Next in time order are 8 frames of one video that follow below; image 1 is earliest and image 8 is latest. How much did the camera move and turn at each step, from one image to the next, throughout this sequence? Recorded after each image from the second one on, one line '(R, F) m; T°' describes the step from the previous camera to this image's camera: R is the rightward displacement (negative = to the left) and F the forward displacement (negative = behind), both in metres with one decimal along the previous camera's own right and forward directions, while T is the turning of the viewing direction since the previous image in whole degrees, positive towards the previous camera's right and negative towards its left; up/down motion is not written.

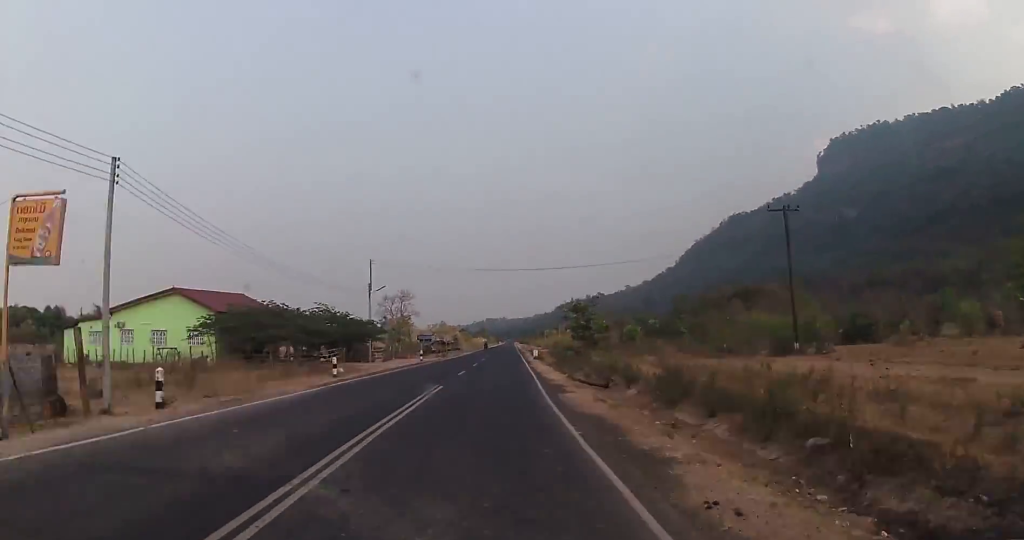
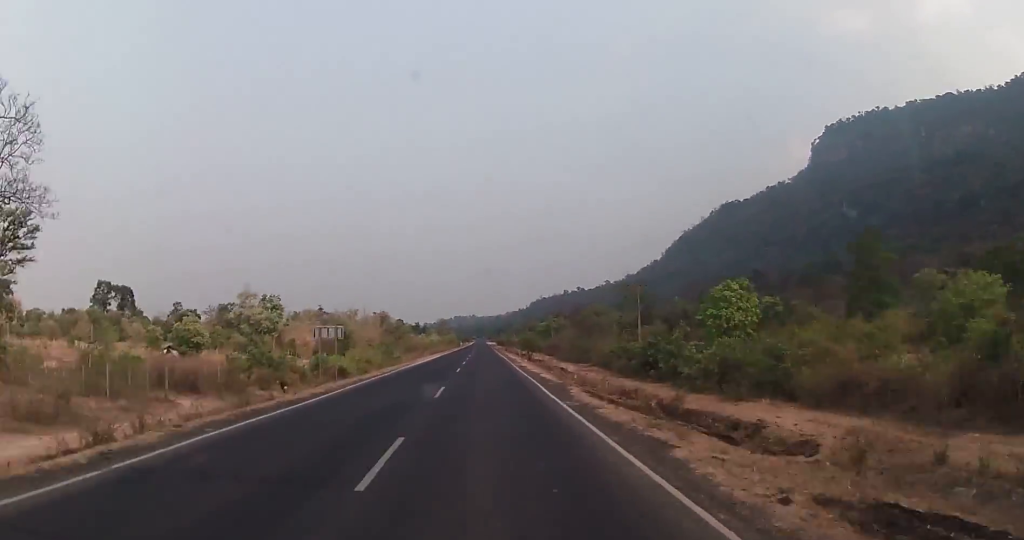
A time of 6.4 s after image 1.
(+8.2, +166.4) m; +4°
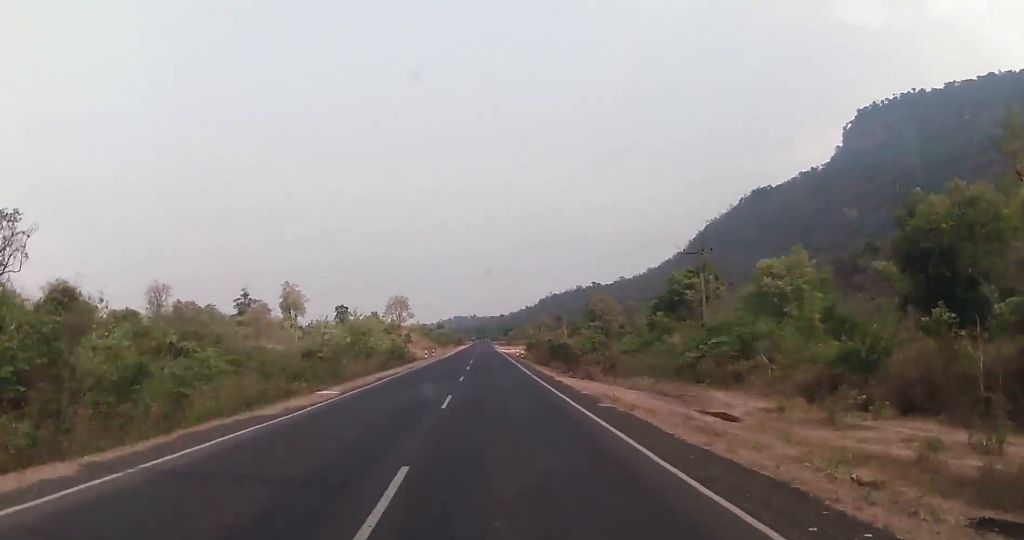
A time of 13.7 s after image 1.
(-0.8, +198.8) m; 0°
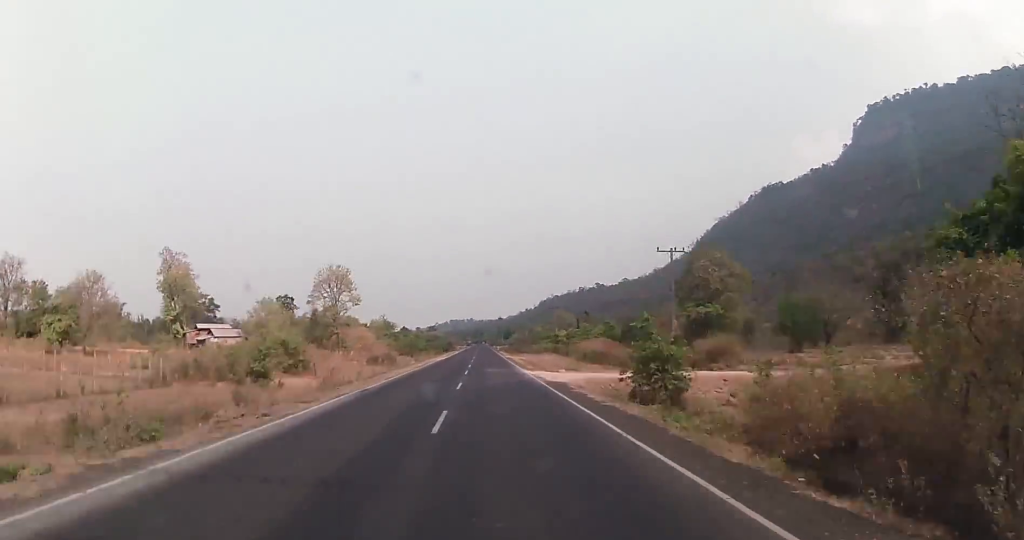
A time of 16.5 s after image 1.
(+0.1, +77.1) m; 0°
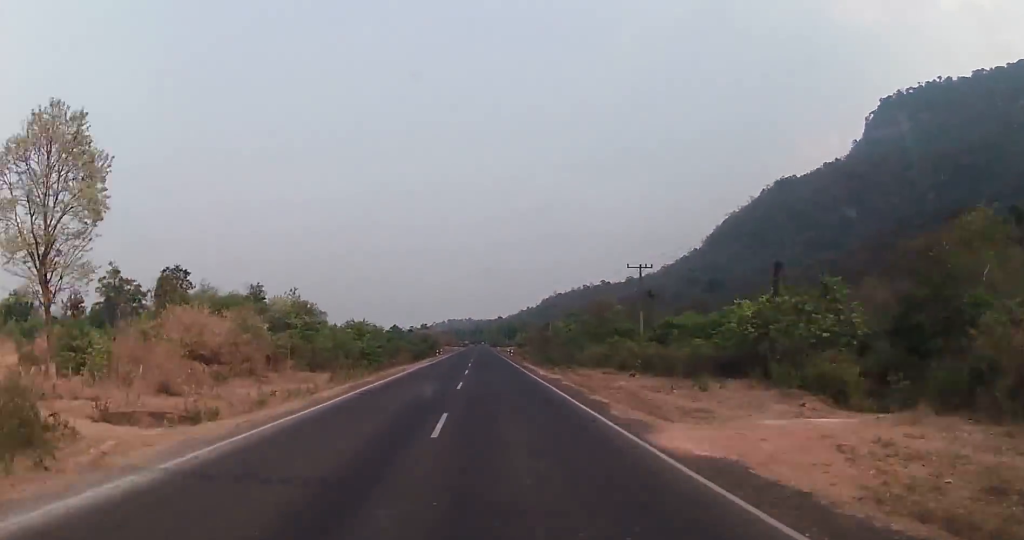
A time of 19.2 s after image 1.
(+0.1, +73.6) m; 0°
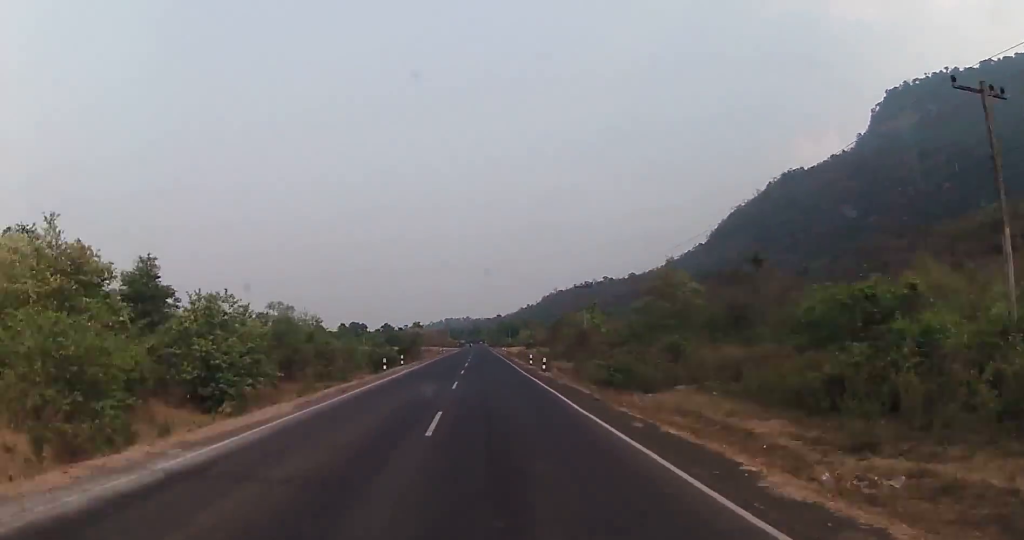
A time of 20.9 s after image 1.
(+0.1, +47.9) m; 0°
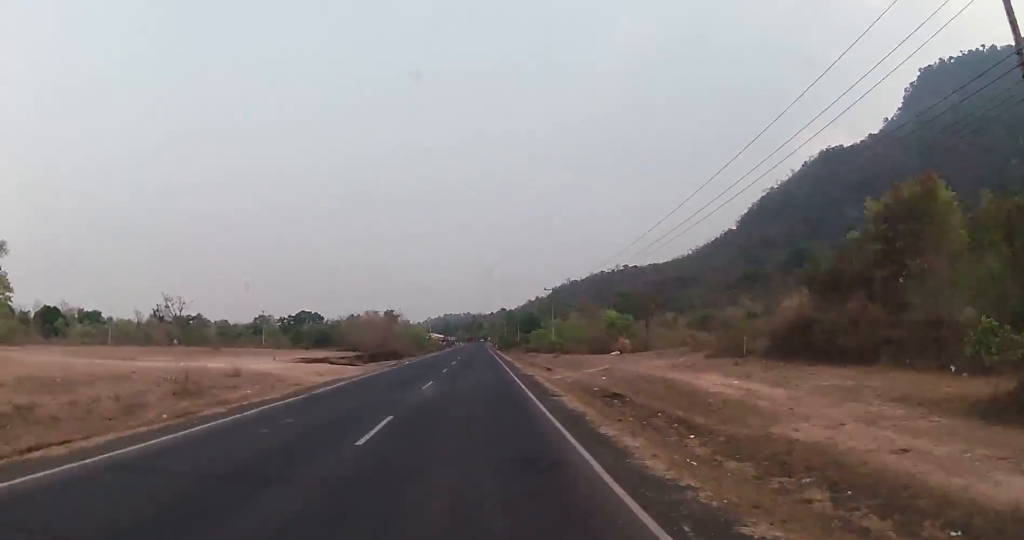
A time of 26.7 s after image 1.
(+0.4, +157.1) m; 0°
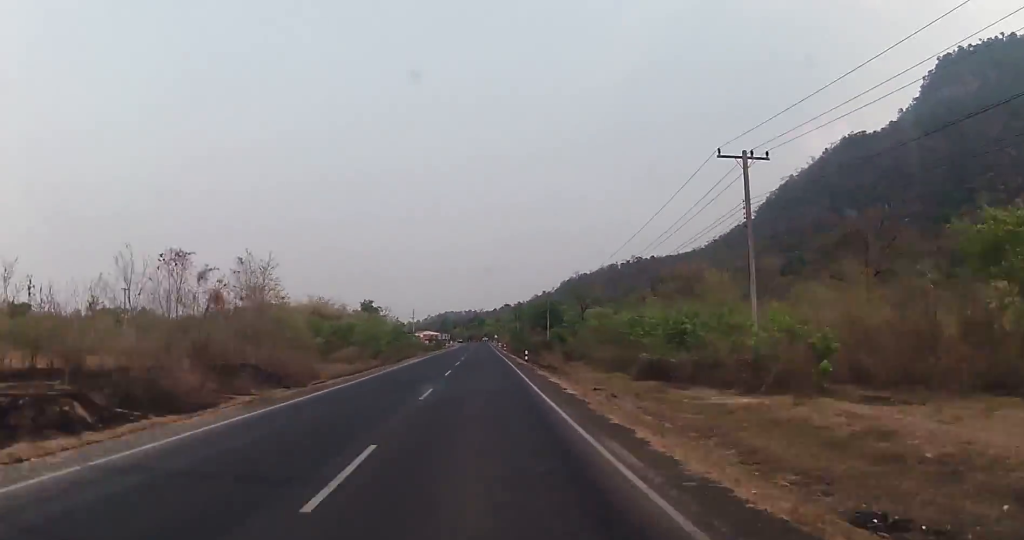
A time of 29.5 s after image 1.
(-0.2, +75.3) m; 0°
